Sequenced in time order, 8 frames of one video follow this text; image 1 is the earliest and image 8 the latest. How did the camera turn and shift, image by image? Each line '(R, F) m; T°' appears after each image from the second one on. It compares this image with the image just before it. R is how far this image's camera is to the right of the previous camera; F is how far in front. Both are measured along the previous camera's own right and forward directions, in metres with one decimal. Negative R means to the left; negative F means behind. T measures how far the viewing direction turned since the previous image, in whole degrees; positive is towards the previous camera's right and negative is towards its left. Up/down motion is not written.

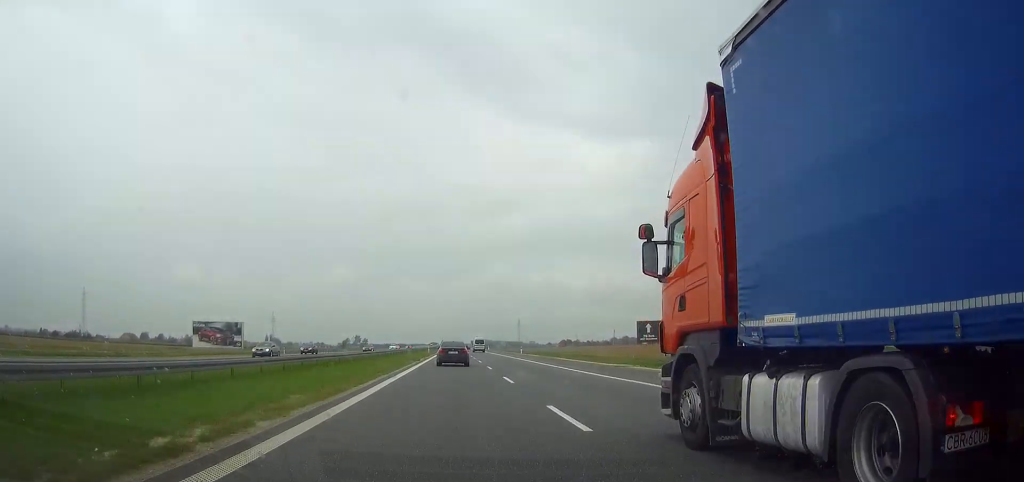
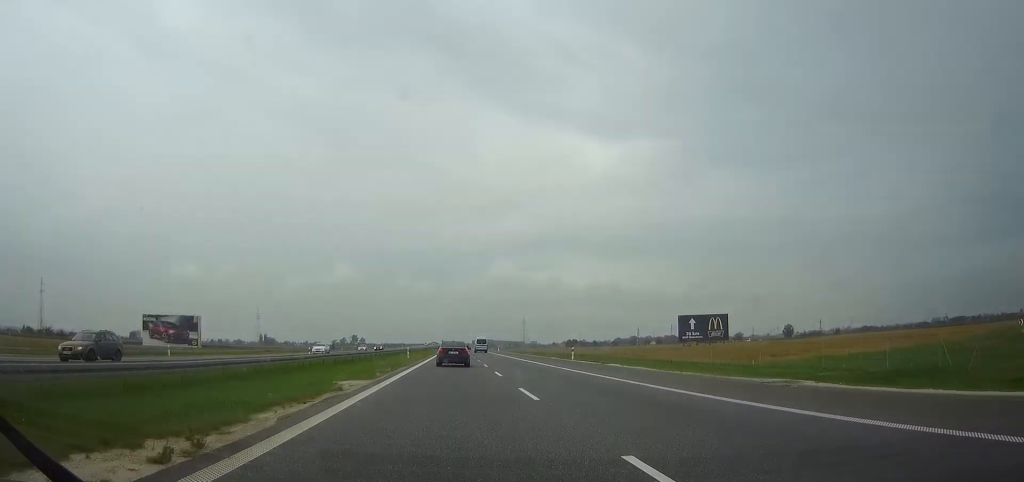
(0.0, +45.7) m; 0°
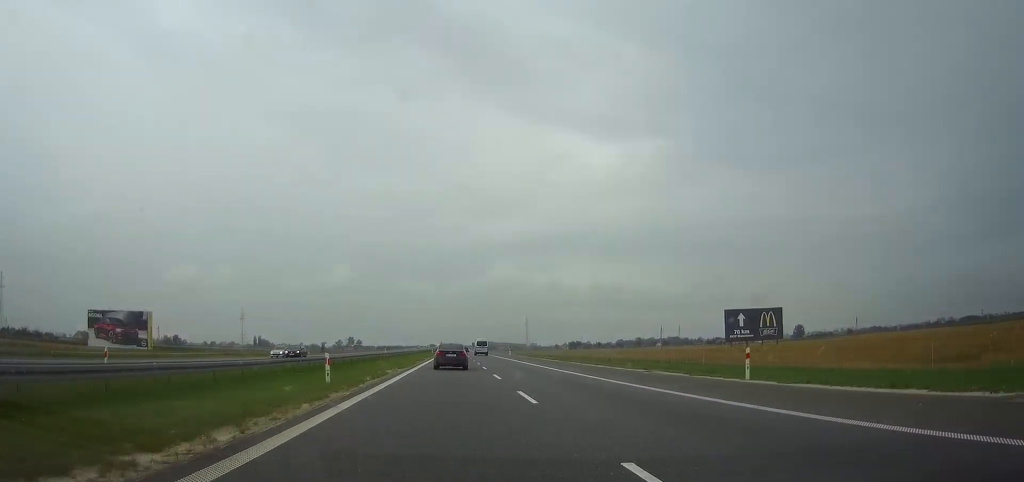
(0.0, +36.7) m; 0°
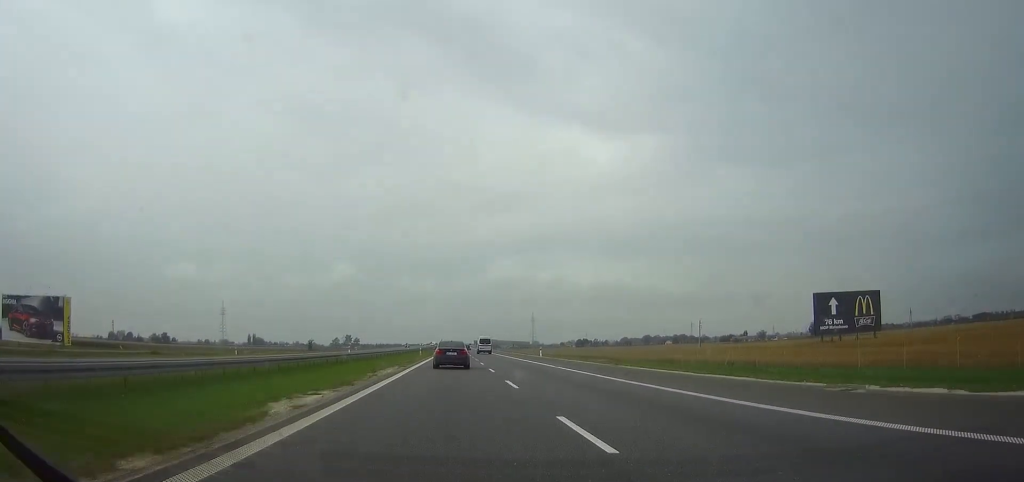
(0.0, +43.7) m; 0°
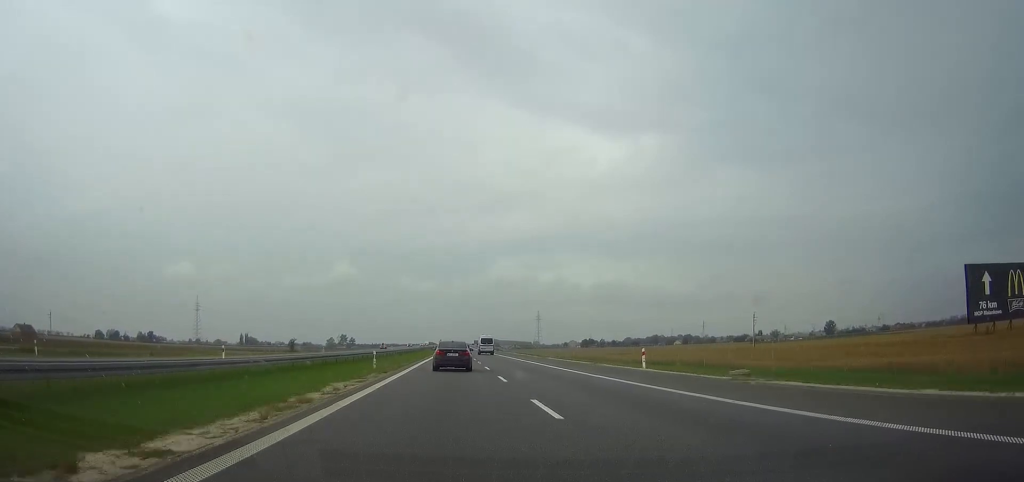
(0.0, +44.9) m; 0°
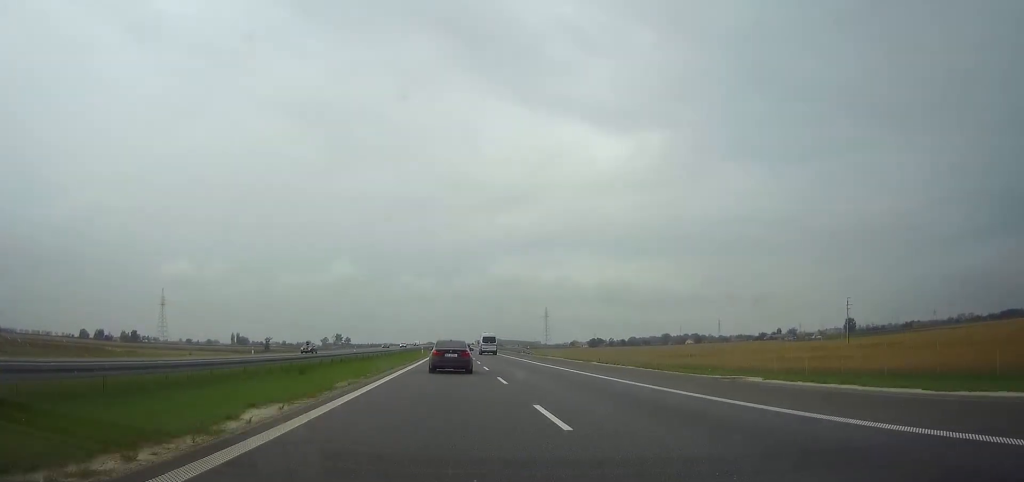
(+0.1, +51.3) m; 0°
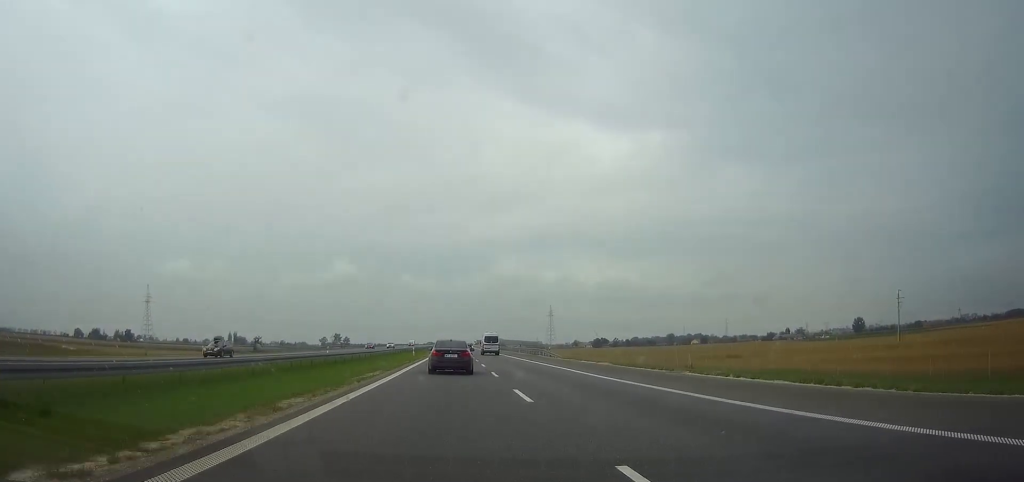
(0.0, +19.9) m; 0°
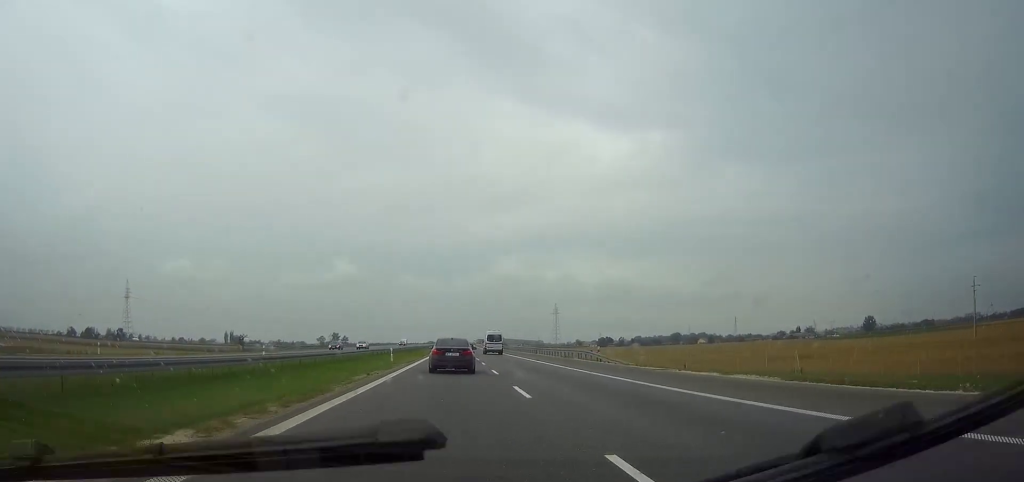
(0.0, +24.4) m; 0°
